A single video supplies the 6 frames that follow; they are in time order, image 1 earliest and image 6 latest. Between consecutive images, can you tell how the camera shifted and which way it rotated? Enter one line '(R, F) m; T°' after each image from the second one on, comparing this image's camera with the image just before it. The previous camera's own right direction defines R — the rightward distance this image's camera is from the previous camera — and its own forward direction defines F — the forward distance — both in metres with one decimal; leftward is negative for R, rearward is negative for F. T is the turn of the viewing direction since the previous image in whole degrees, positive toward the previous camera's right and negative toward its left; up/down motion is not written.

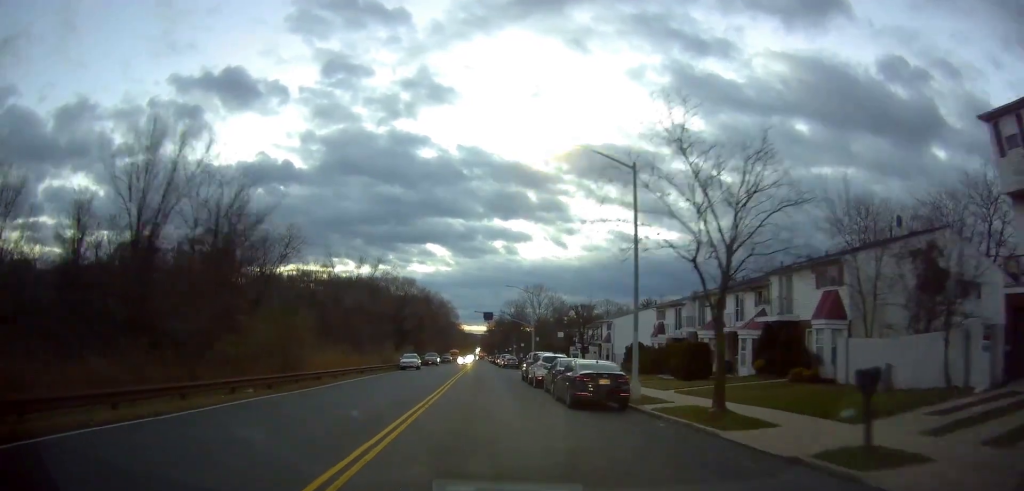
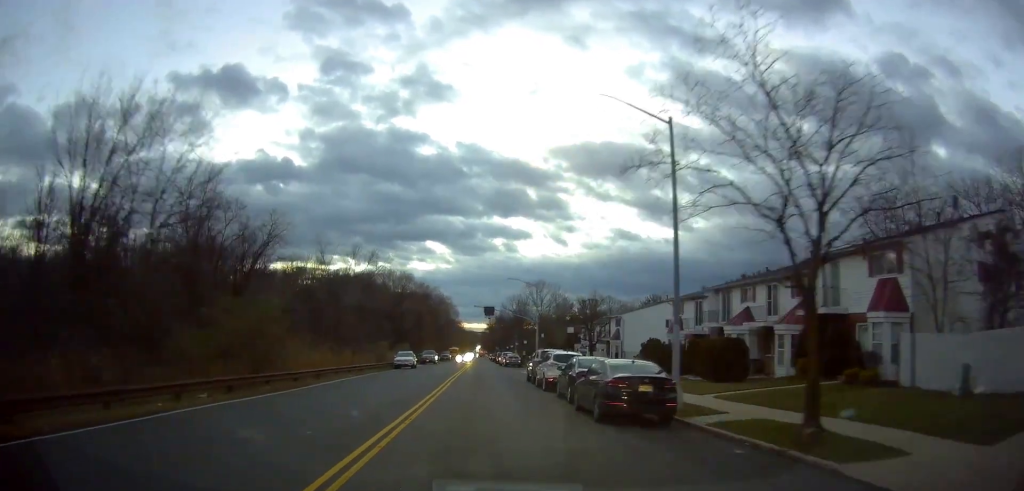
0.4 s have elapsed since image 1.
(0.0, +4.8) m; 0°
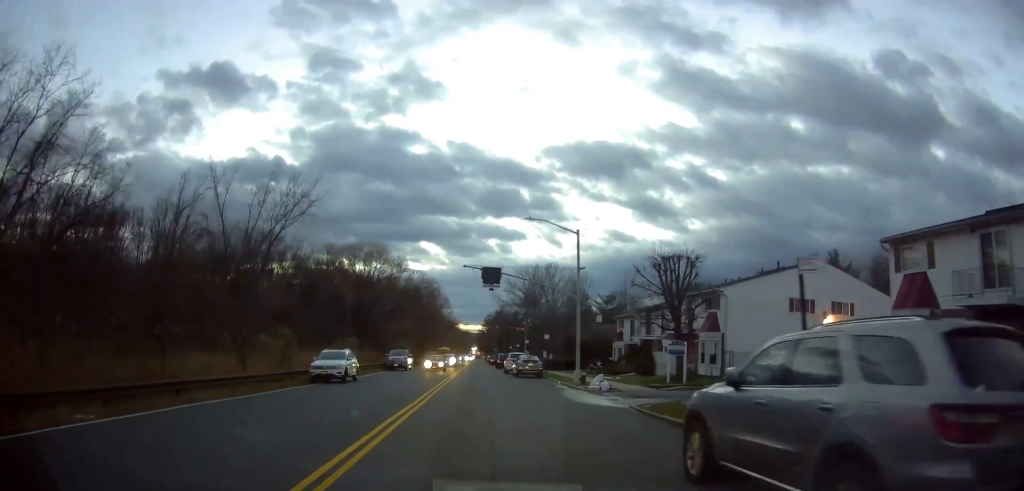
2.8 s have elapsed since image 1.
(-0.2, +25.8) m; -2°
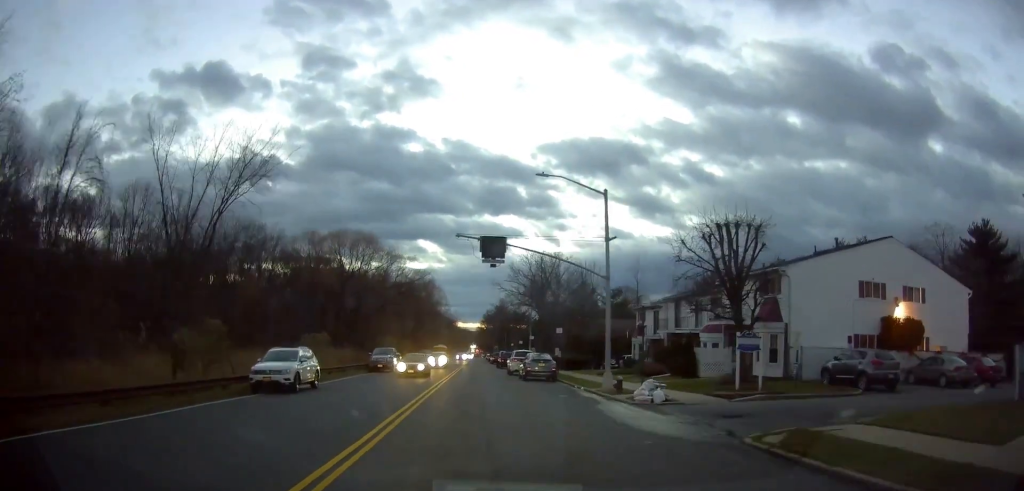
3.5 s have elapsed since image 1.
(-0.1, +7.7) m; +1°
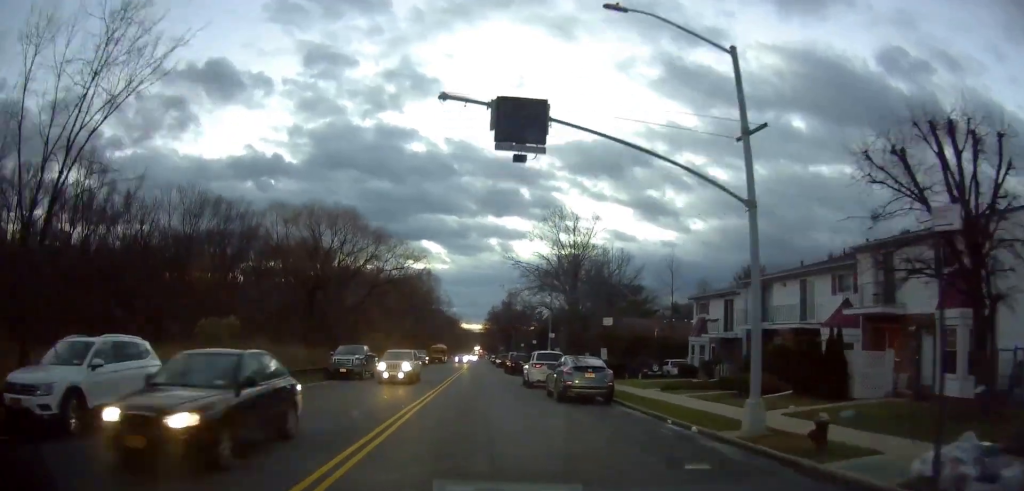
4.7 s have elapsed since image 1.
(+0.5, +13.5) m; +1°
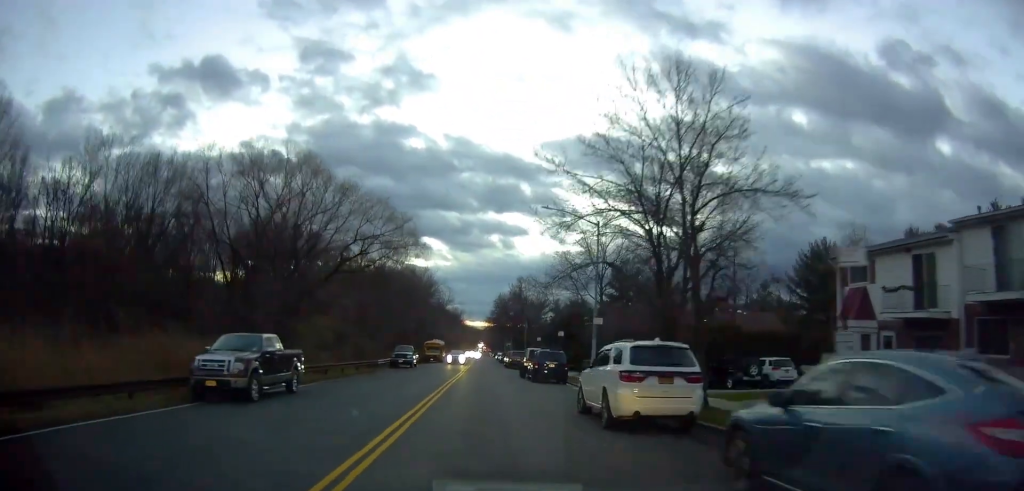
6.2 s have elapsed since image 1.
(-0.4, +16.1) m; -1°
